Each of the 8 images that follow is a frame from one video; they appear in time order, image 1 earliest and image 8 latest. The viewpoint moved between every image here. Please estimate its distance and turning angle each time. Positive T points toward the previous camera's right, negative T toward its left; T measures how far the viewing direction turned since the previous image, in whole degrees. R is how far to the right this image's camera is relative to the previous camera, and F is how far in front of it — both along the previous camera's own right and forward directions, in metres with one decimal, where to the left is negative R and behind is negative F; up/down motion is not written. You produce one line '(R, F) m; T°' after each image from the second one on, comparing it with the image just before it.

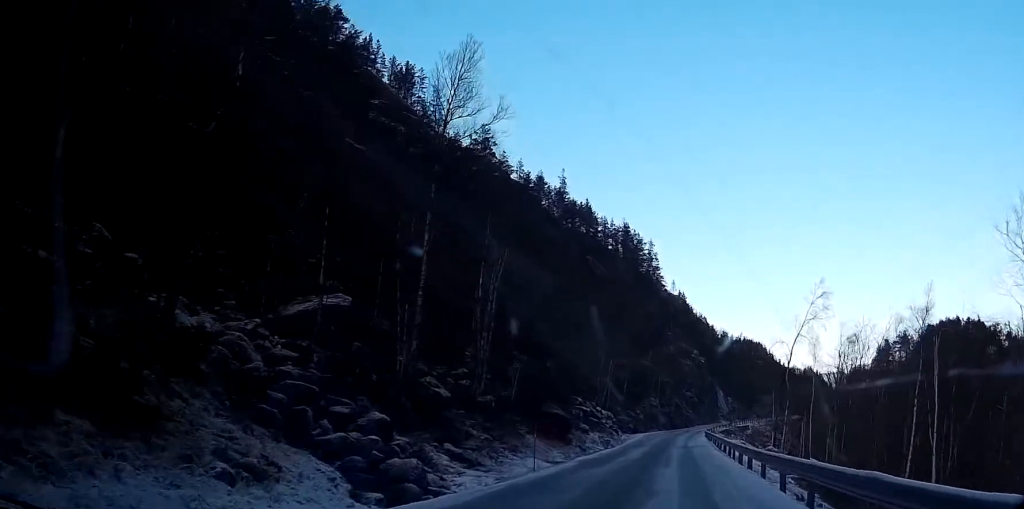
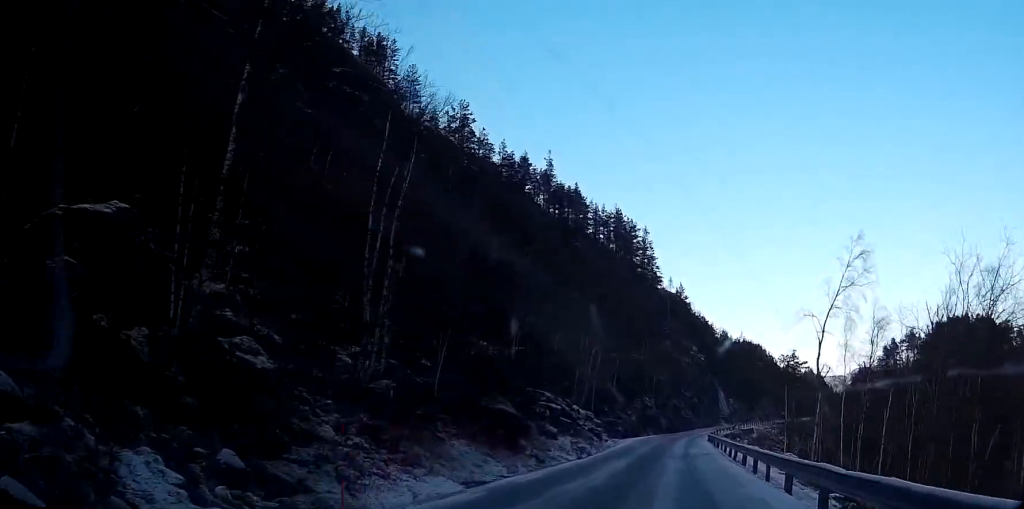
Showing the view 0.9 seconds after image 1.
(-0.4, +13.4) m; -2°
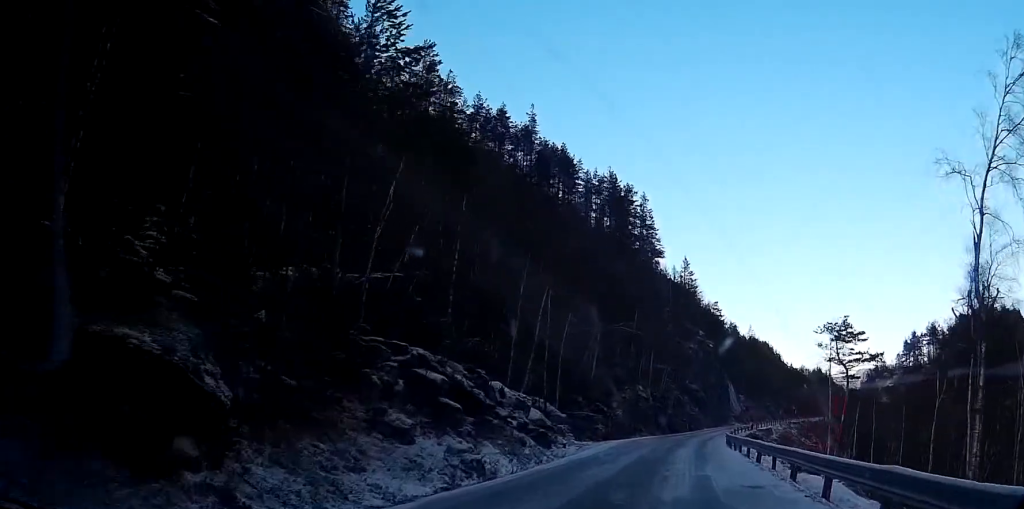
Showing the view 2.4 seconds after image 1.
(+0.4, +23.7) m; +4°
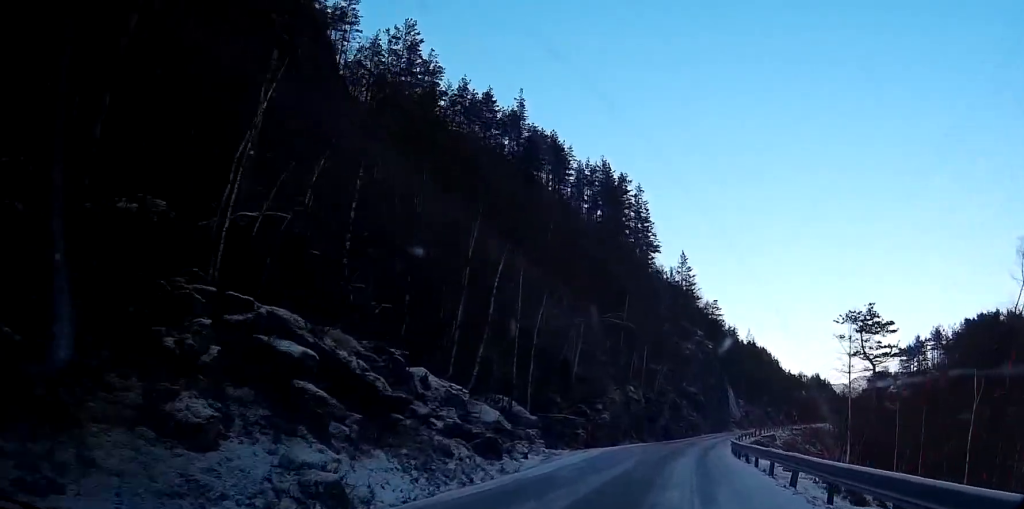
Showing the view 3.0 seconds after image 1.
(+0.2, +8.4) m; 0°
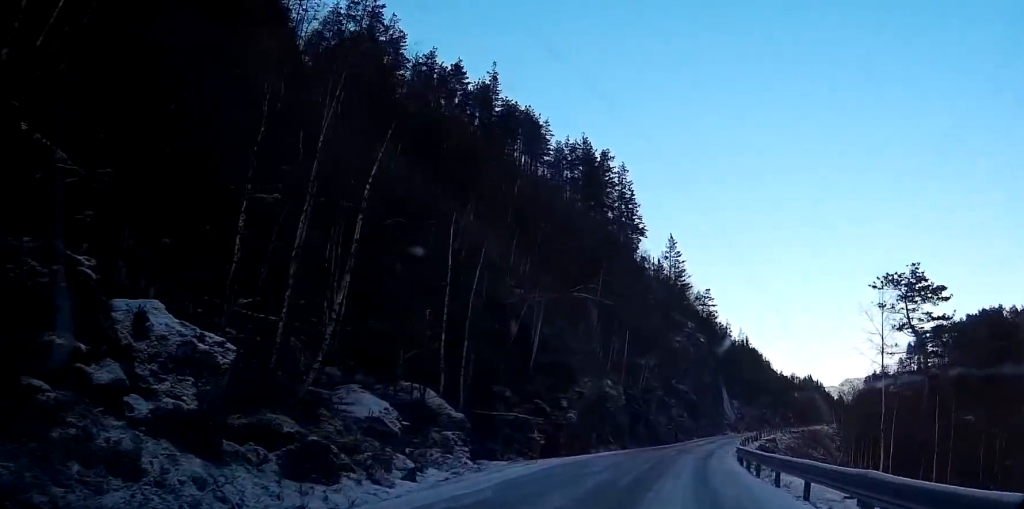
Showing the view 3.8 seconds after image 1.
(+0.2, +11.1) m; -1°
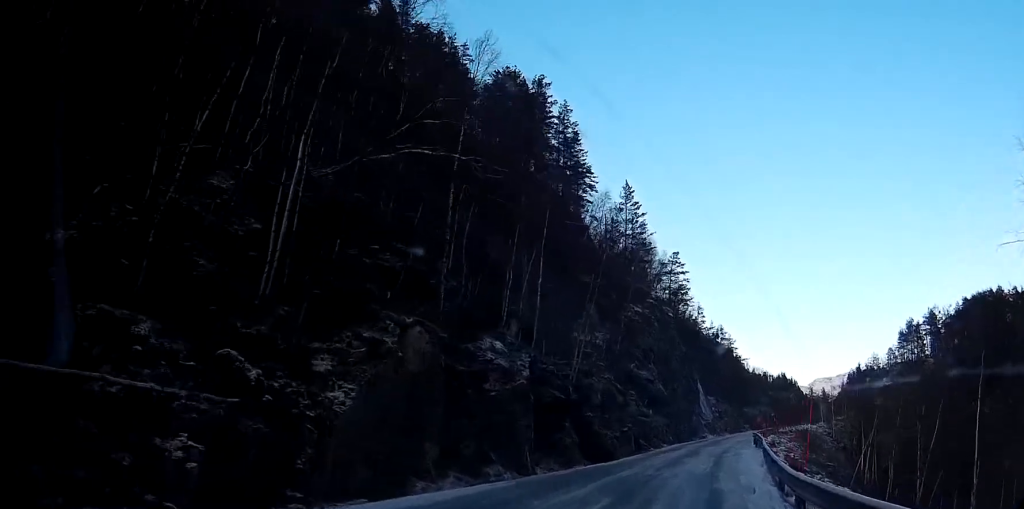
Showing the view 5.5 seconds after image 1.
(-1.0, +25.2) m; -2°
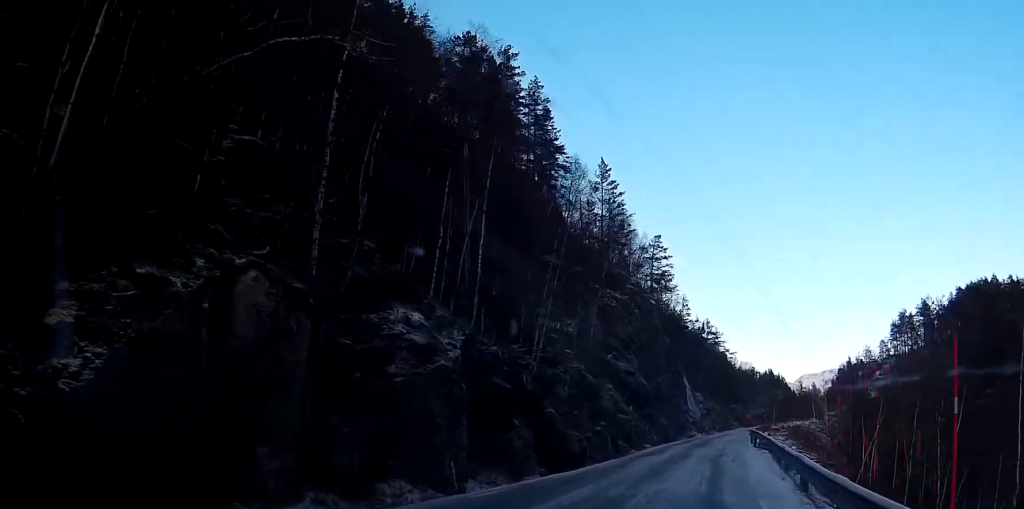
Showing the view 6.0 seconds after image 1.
(+0.1, +7.6) m; +1°
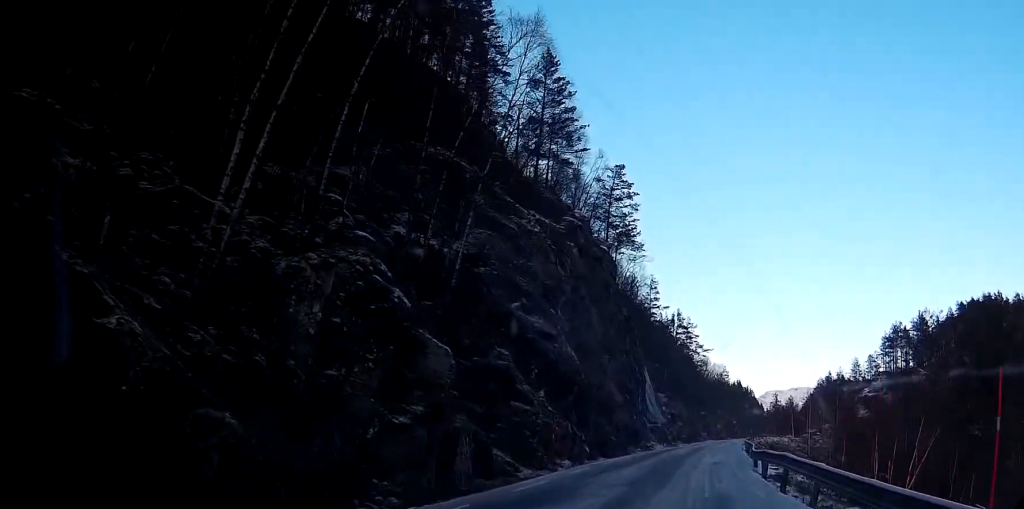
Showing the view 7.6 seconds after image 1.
(+0.8, +24.4) m; +4°
